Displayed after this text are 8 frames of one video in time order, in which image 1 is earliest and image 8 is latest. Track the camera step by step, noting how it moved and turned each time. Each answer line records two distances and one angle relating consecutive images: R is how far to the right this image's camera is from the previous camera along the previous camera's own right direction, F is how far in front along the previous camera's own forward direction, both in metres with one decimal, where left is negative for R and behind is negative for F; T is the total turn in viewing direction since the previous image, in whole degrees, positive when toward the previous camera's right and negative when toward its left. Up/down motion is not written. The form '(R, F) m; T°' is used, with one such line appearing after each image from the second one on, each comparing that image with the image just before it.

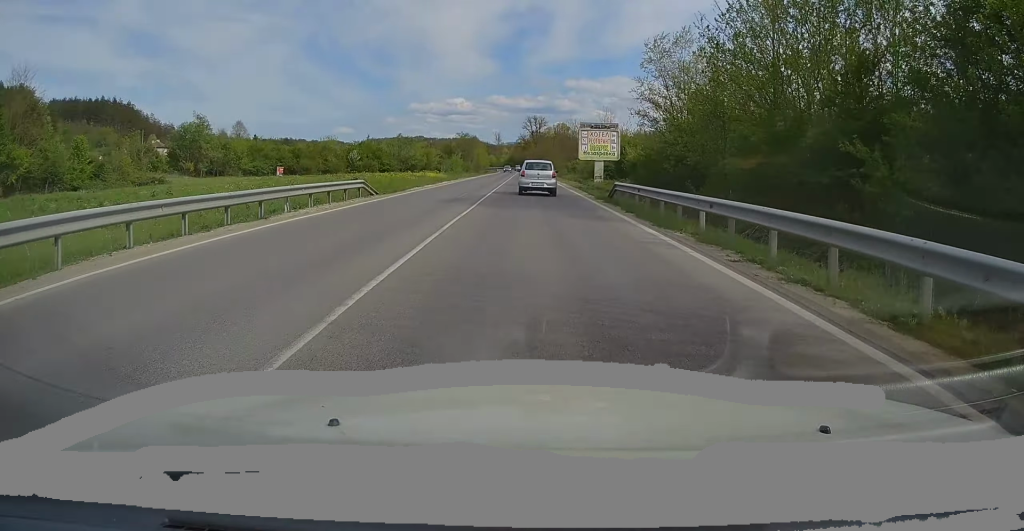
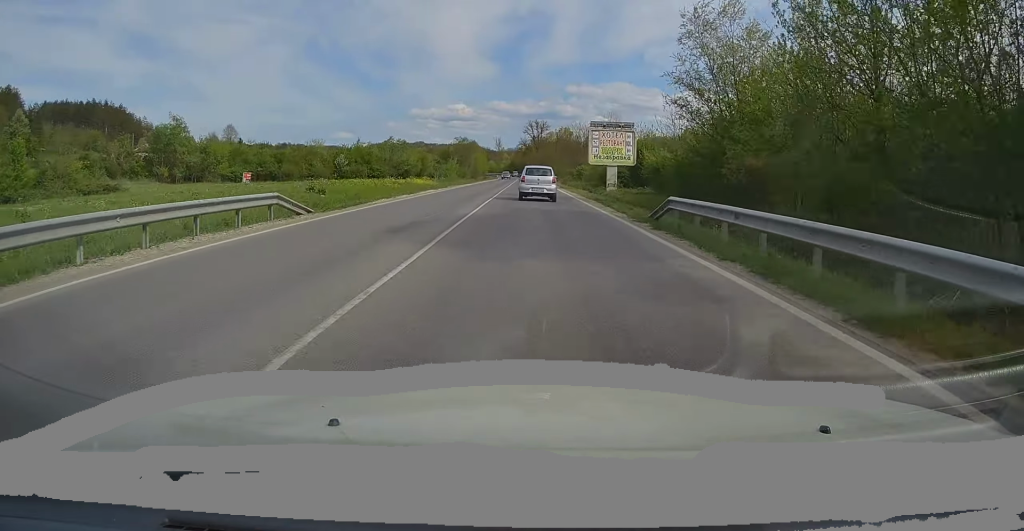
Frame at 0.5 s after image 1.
(0.0, +9.5) m; 0°
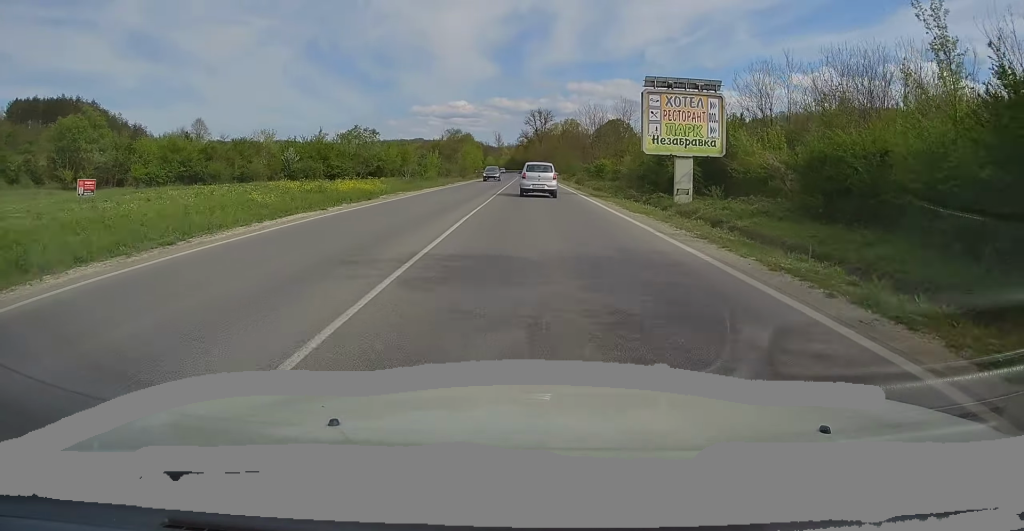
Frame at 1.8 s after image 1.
(-0.1, +26.4) m; 0°
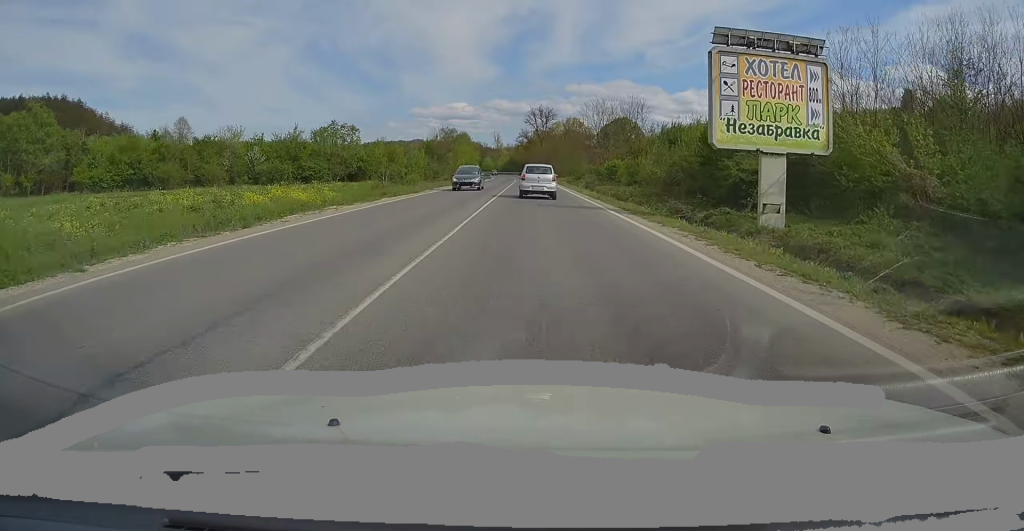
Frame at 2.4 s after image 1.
(+0.1, +12.2) m; 0°
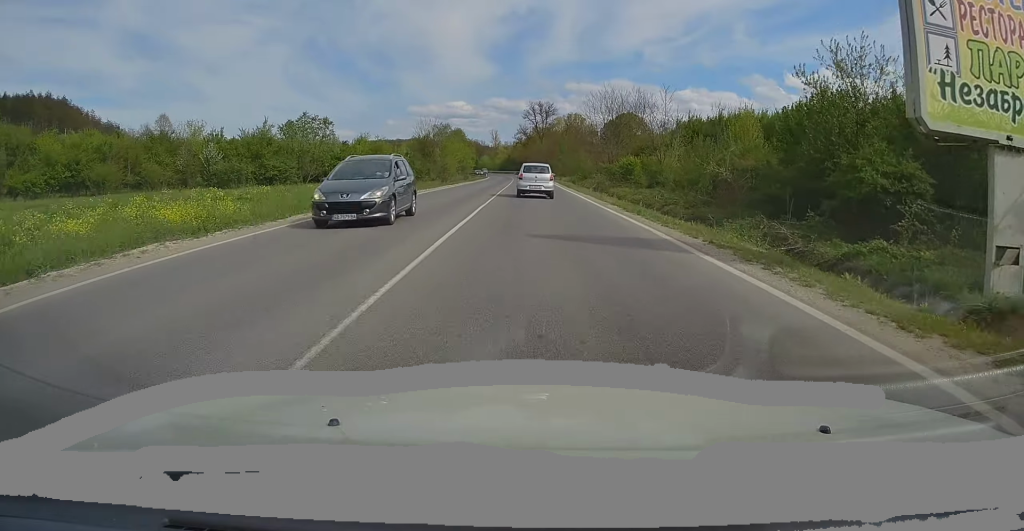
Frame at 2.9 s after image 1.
(-0.1, +11.4) m; 0°
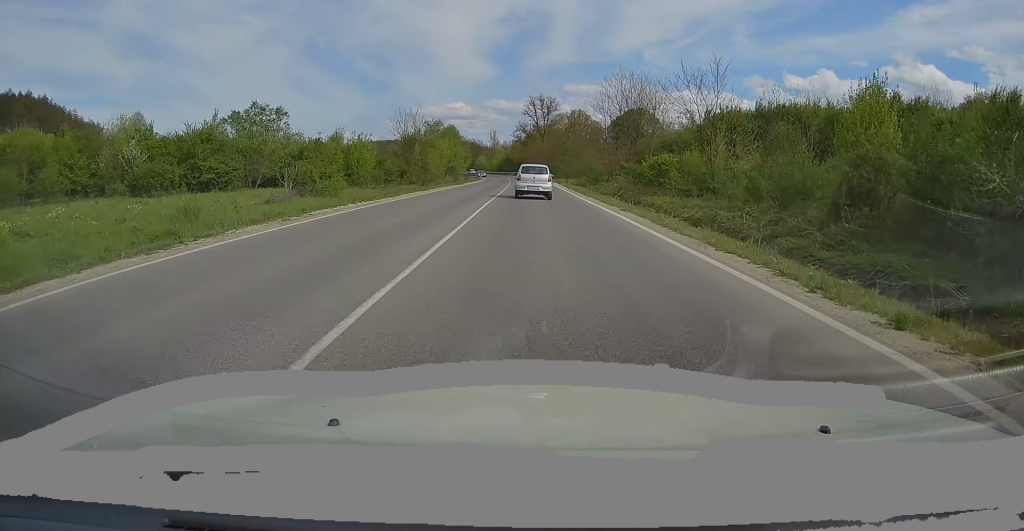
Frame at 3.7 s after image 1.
(-0.1, +14.8) m; 0°
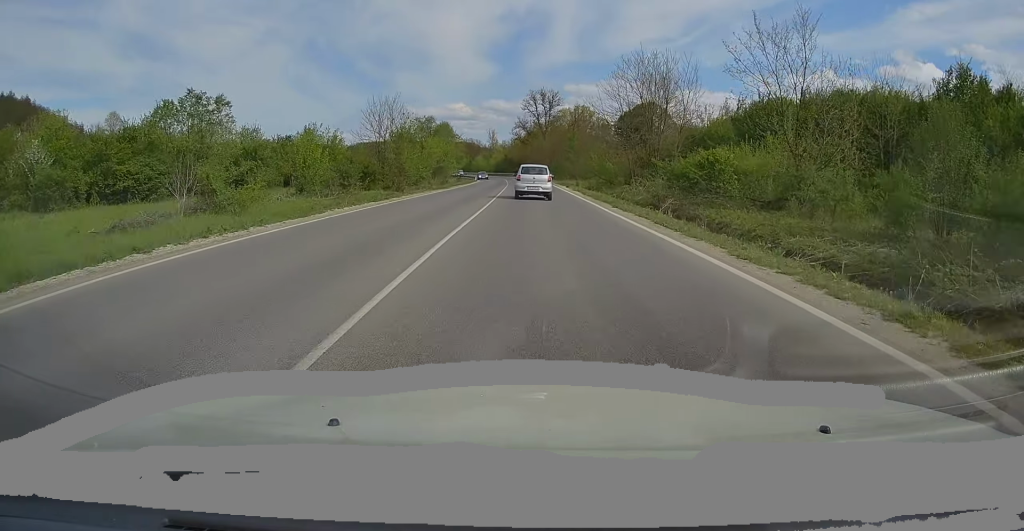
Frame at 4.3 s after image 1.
(-0.1, +12.7) m; +1°
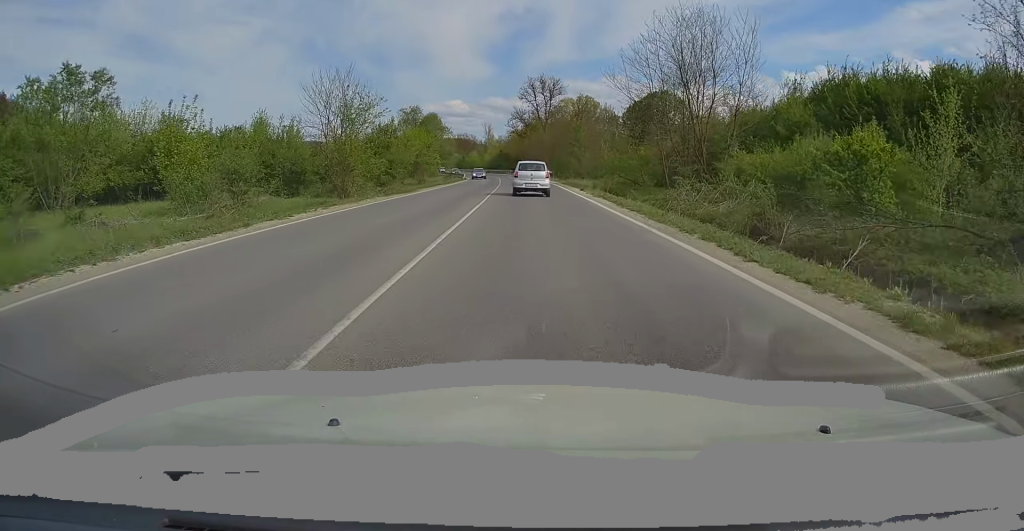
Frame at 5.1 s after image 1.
(+0.3, +15.5) m; 0°
